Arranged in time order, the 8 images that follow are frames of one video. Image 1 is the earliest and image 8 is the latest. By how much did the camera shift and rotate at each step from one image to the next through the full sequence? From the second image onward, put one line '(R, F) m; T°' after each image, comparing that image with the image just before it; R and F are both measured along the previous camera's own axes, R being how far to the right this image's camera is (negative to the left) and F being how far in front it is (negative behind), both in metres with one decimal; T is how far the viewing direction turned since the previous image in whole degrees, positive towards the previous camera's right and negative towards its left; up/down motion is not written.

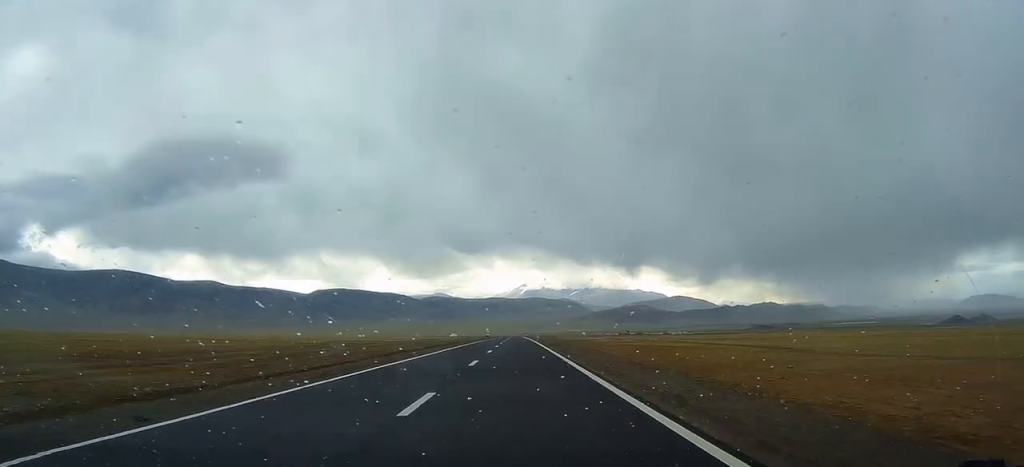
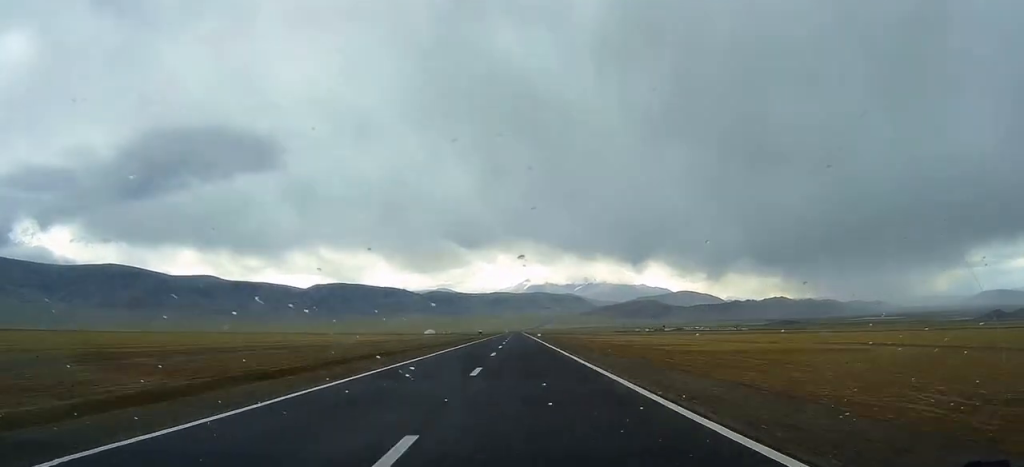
(-0.5, +192.5) m; 0°
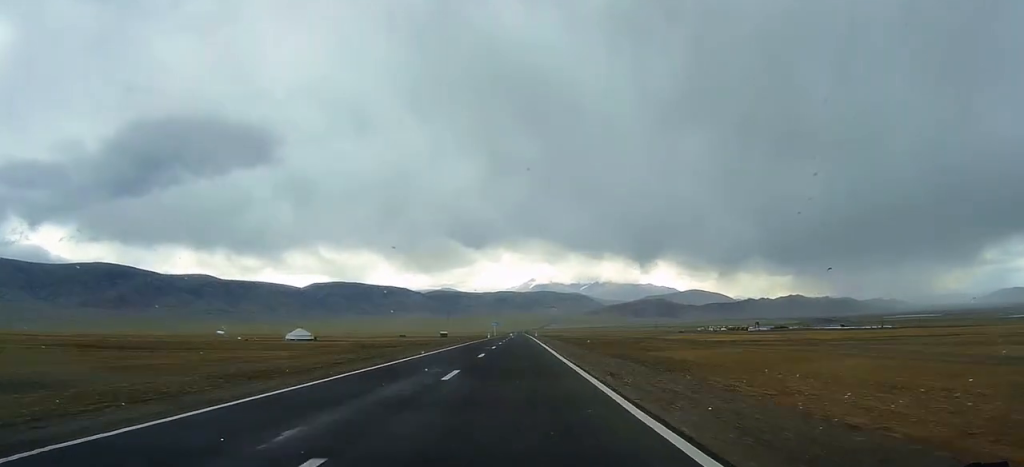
(-0.7, +262.8) m; 0°
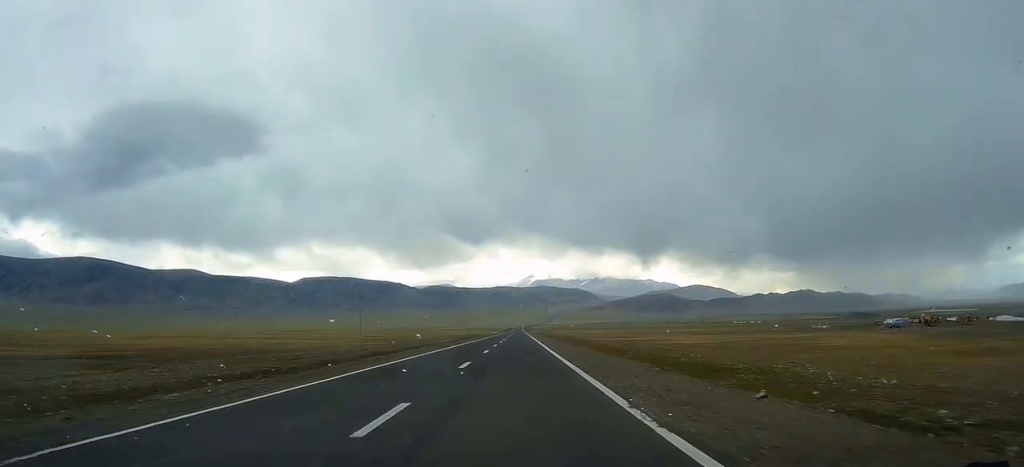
(0.0, +274.5) m; 0°
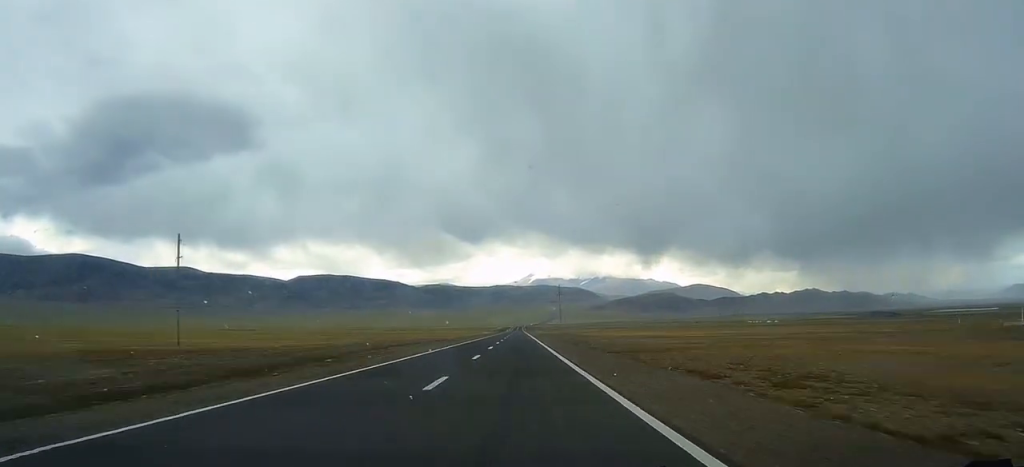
(-0.1, +128.0) m; 0°
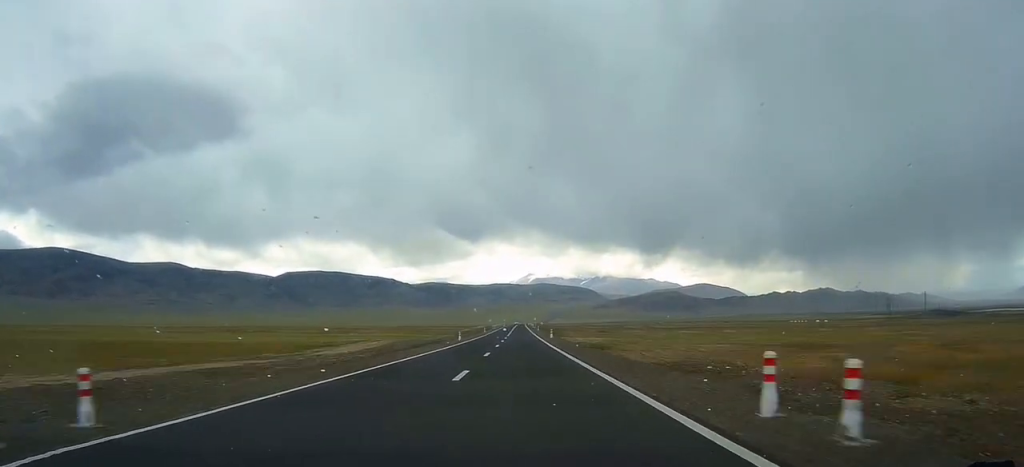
(+0.2, +298.0) m; 0°
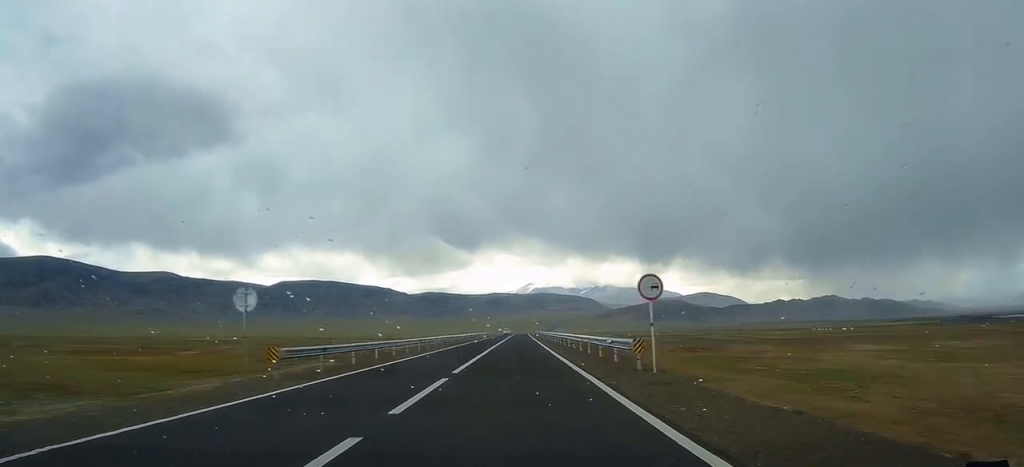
(-0.3, +130.0) m; 0°
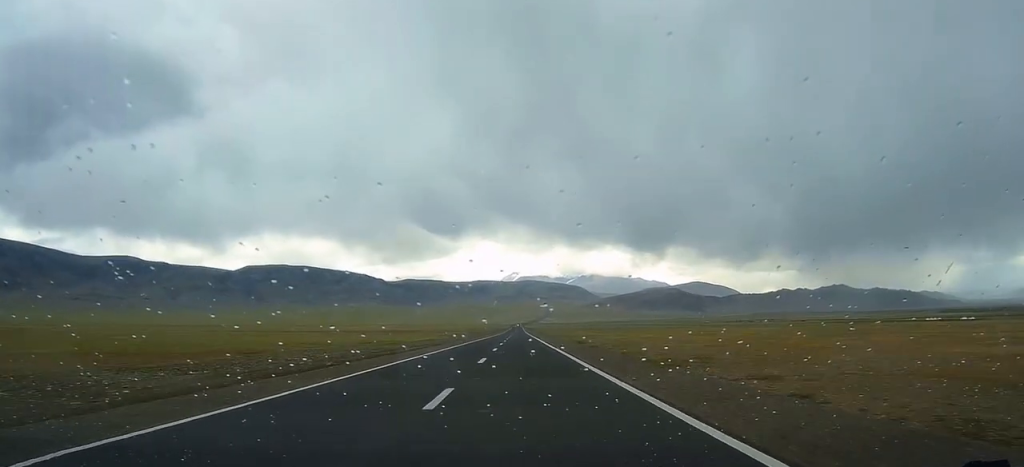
(+4.4, +450.5) m; +1°
